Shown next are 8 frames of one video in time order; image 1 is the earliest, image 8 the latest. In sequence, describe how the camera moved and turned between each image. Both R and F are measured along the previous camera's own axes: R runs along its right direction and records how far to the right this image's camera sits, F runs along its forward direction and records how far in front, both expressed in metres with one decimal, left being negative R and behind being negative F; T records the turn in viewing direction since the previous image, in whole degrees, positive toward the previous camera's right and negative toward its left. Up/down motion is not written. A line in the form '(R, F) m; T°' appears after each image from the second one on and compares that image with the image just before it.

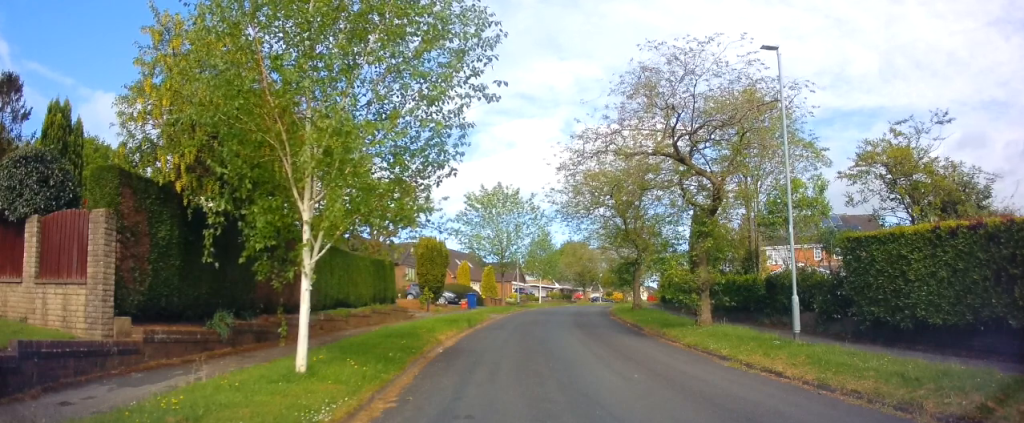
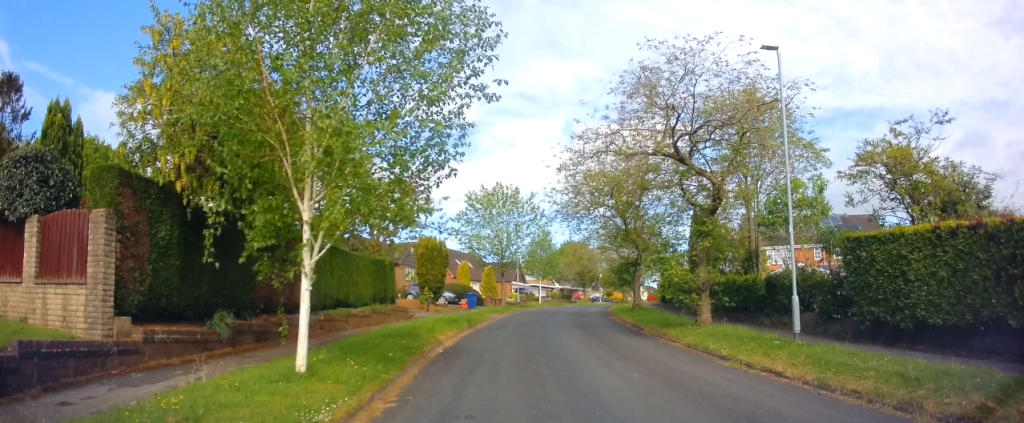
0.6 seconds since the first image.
(0.0, 0.0) m; 0°
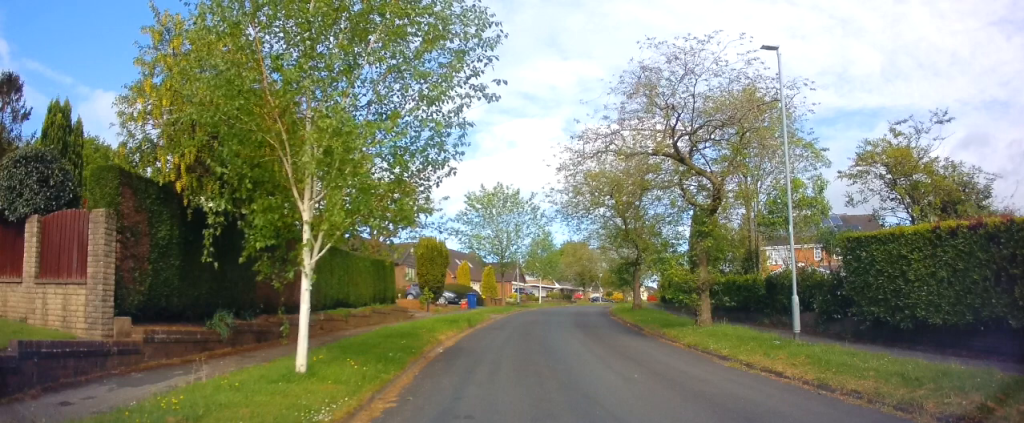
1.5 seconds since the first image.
(0.0, 0.0) m; 0°
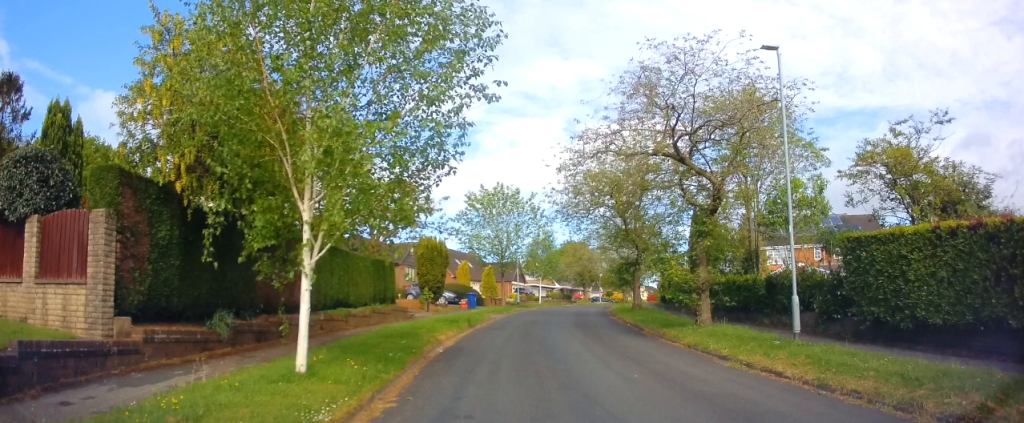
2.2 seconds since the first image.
(0.0, 0.0) m; 0°
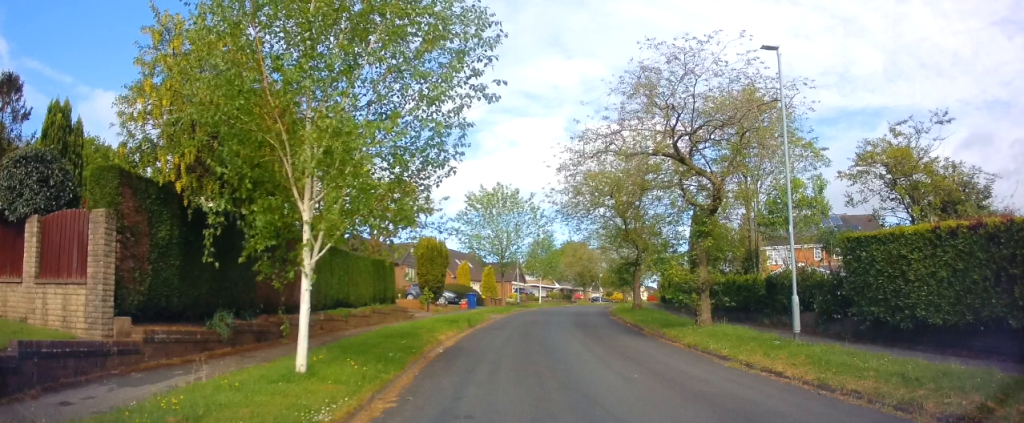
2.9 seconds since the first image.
(0.0, 0.0) m; 0°
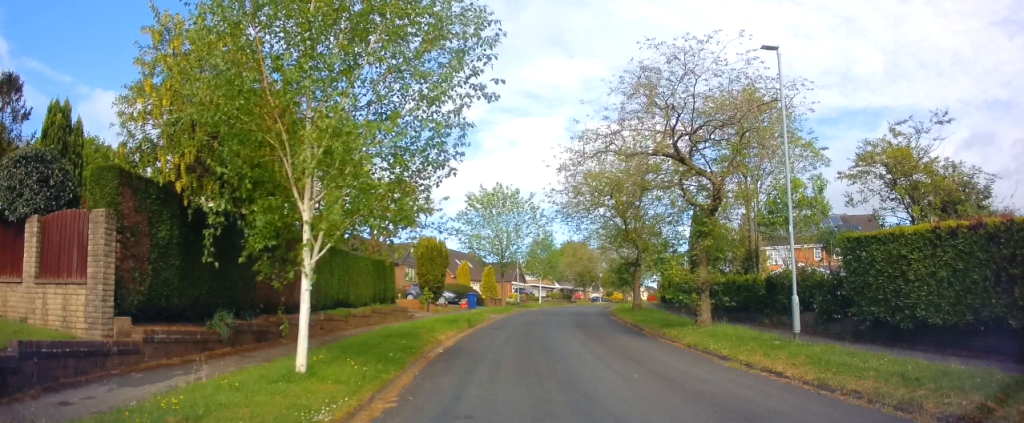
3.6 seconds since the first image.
(0.0, 0.0) m; 0°
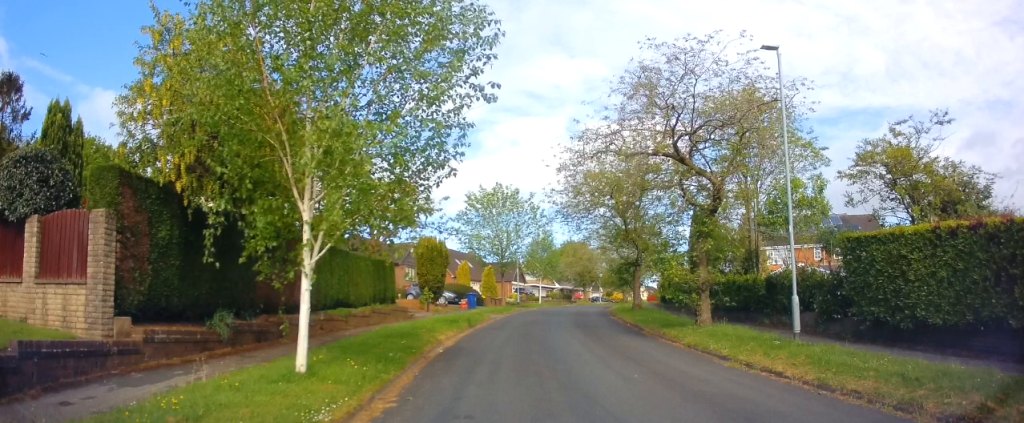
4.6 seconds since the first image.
(0.0, 0.0) m; 0°
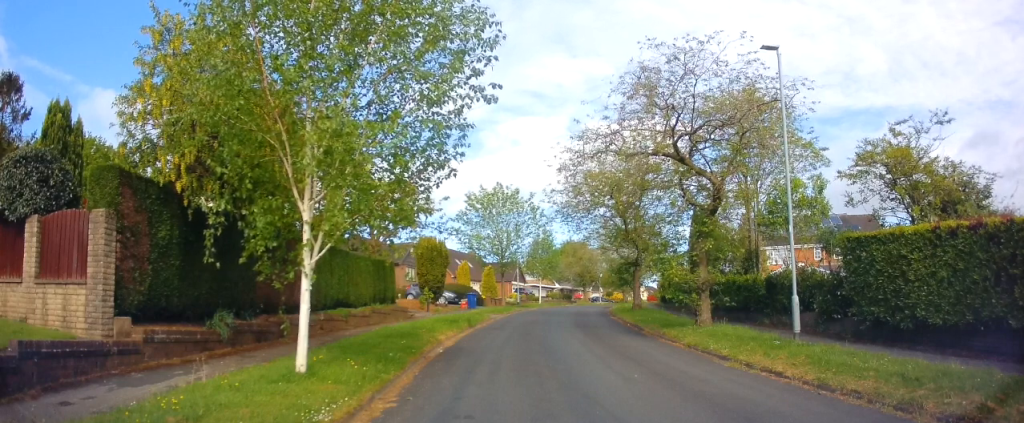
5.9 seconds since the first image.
(0.0, 0.0) m; 0°
